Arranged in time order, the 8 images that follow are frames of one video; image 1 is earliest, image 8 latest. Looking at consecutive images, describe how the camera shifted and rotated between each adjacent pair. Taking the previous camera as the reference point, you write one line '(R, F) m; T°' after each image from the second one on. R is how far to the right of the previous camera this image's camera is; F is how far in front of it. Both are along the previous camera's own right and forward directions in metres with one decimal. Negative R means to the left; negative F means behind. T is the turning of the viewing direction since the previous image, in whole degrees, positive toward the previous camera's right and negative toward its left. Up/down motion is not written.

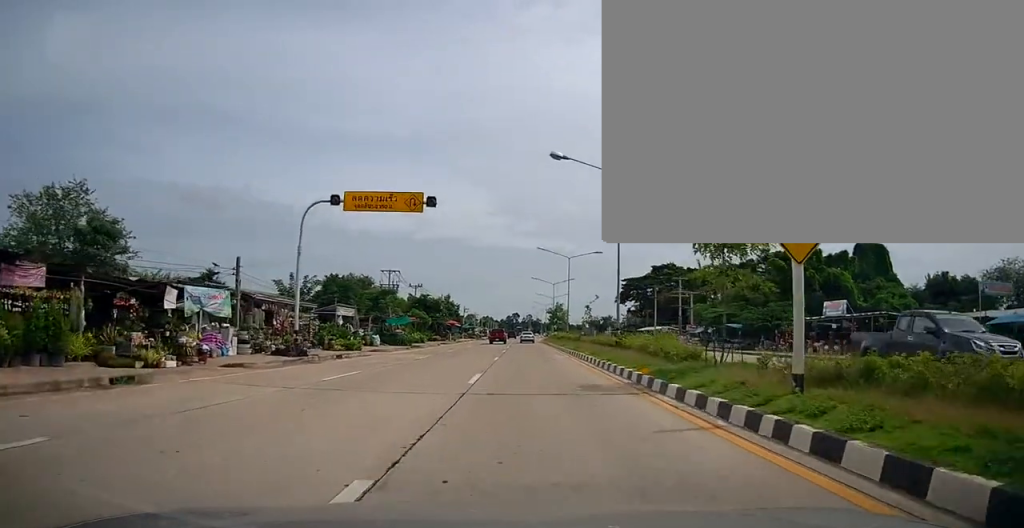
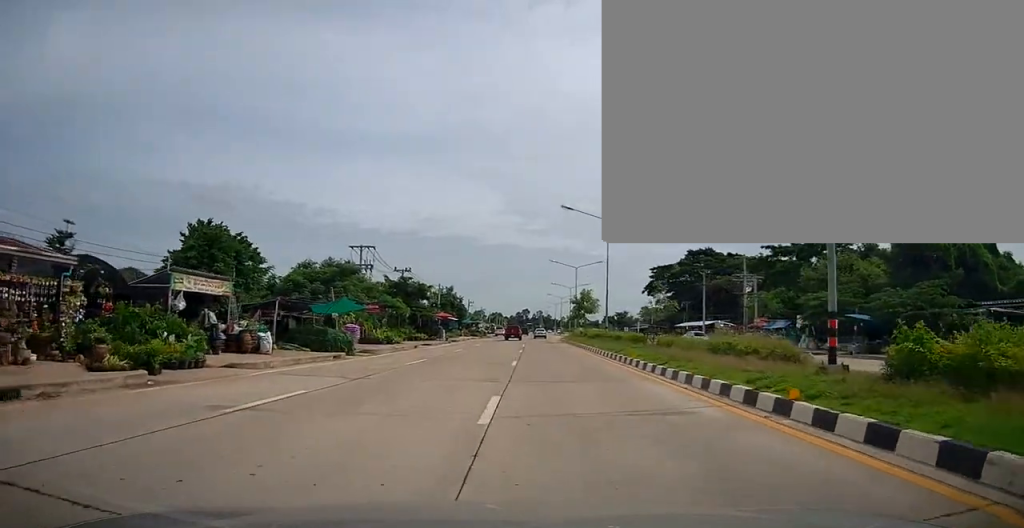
(0.0, +18.7) m; 0°
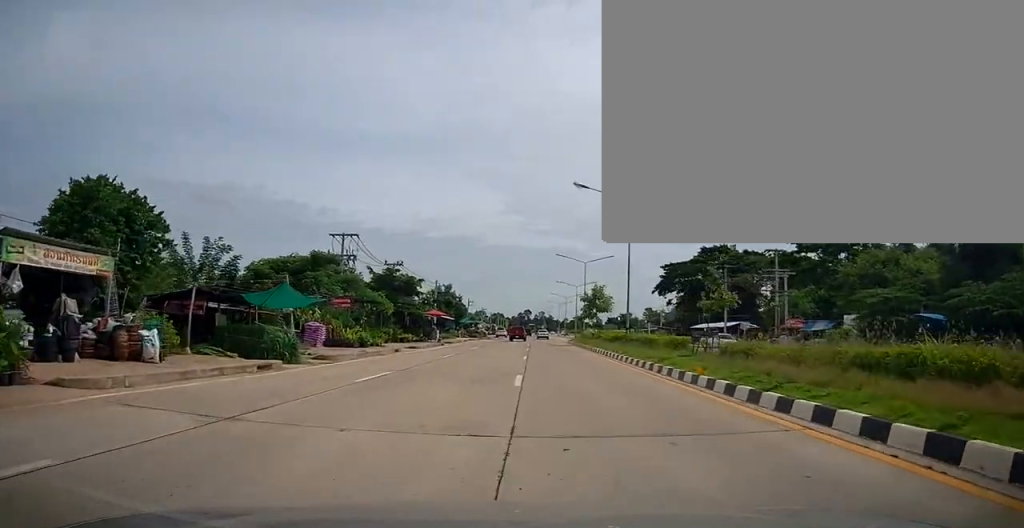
(0.0, +6.7) m; 0°
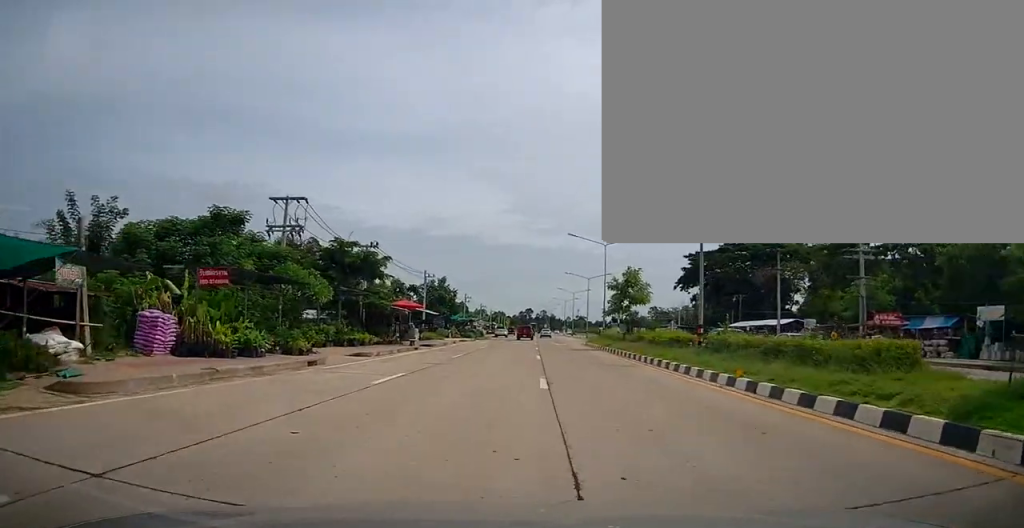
(0.0, +12.9) m; 0°
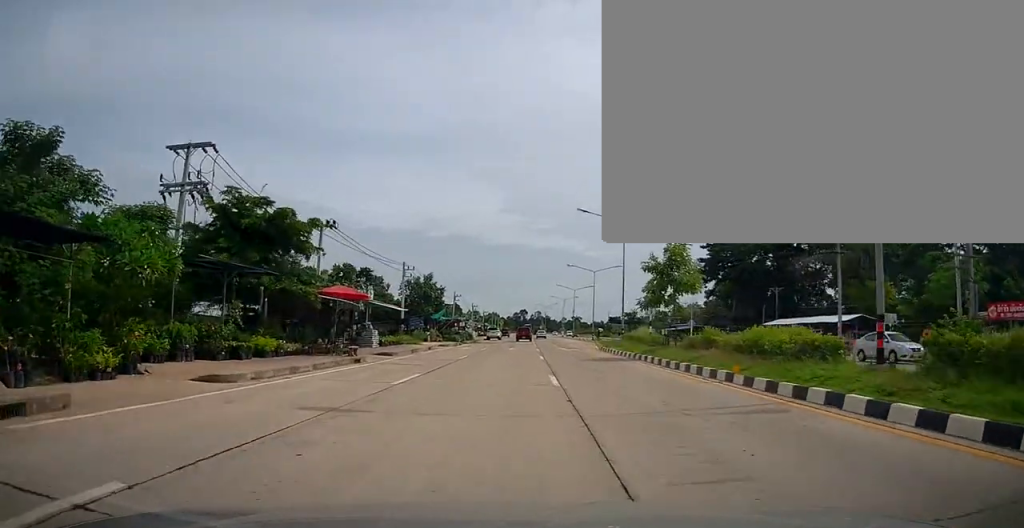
(0.0, +11.1) m; 0°
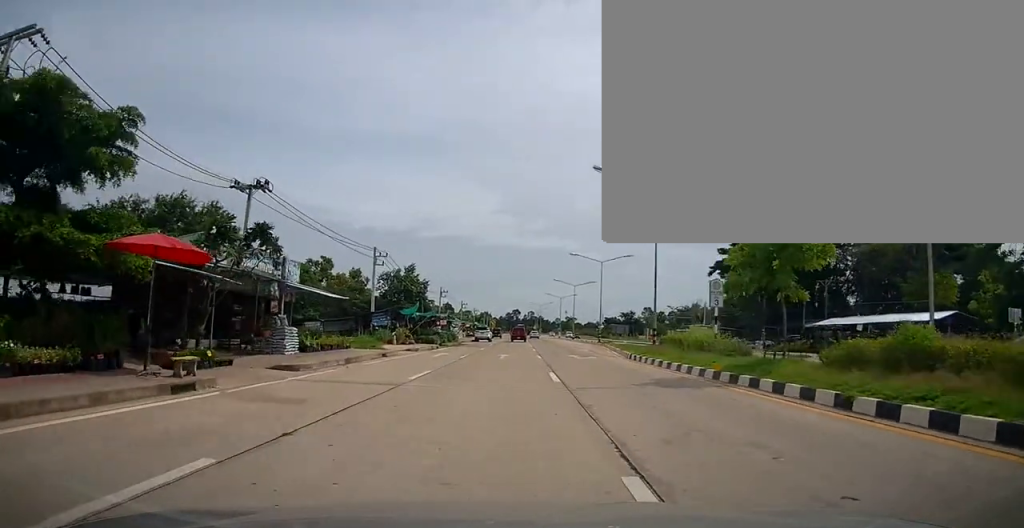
(0.0, +10.8) m; 0°
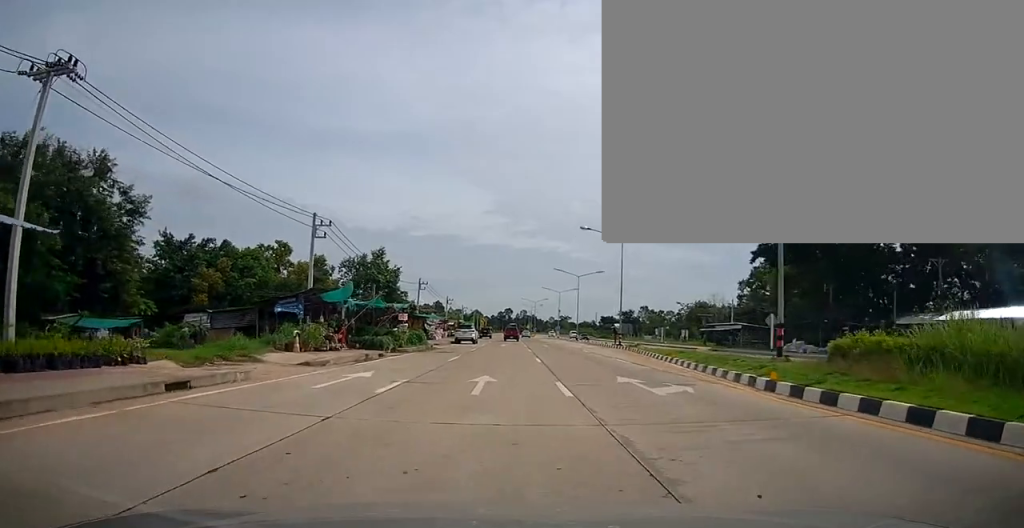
(0.0, +15.1) m; 0°
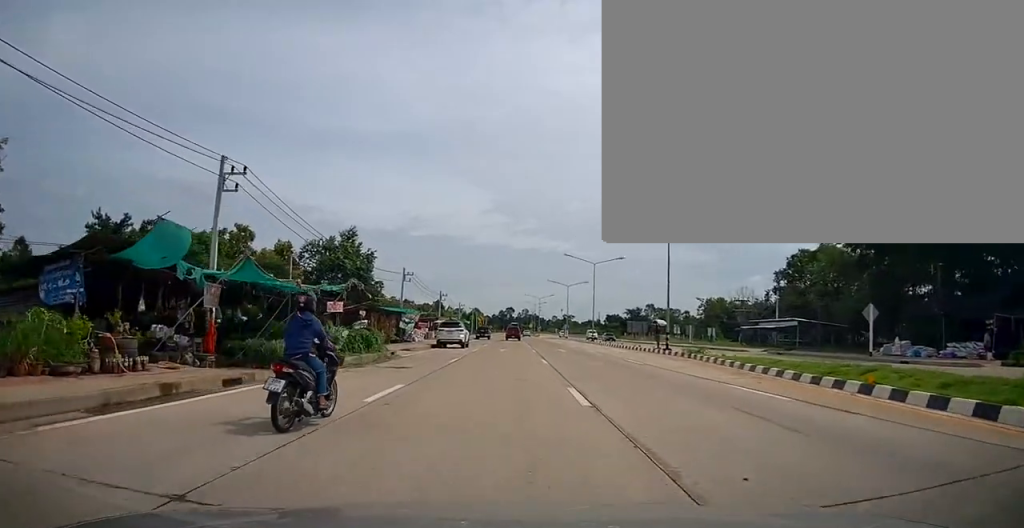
(0.0, +13.4) m; +2°
